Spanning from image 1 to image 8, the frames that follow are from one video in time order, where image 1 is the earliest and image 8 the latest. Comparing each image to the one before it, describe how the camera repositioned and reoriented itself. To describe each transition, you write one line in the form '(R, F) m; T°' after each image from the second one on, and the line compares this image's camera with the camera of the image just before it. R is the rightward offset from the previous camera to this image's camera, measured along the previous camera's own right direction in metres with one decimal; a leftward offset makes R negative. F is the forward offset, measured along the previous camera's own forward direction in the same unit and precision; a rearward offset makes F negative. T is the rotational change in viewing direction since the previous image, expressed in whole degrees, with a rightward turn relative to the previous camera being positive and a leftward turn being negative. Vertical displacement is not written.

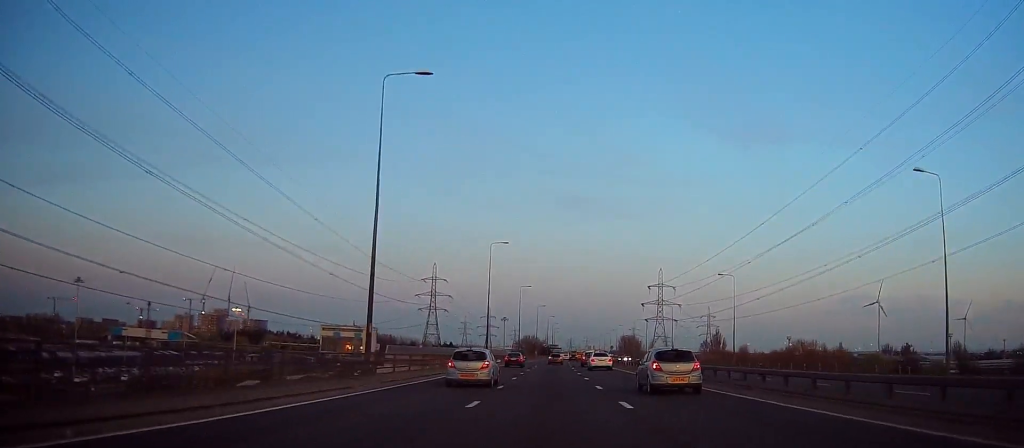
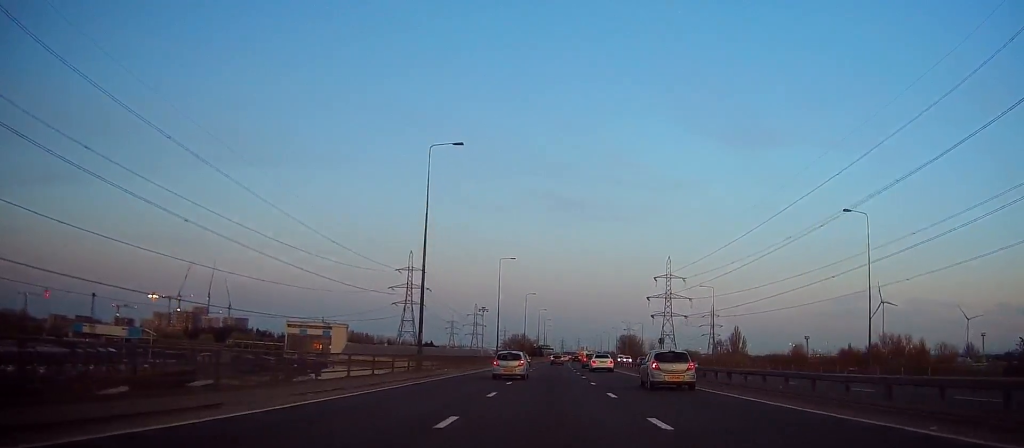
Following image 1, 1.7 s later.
(+0.5, +40.7) m; +1°
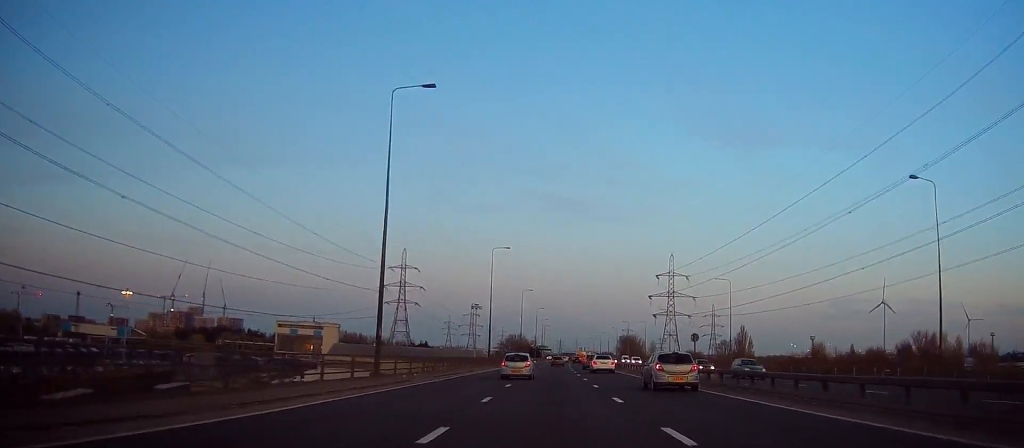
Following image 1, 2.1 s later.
(-0.1, +10.5) m; 0°
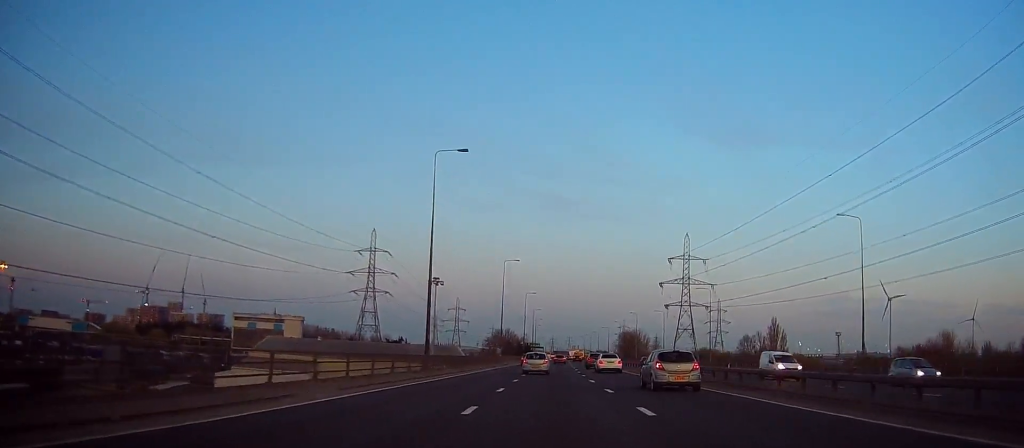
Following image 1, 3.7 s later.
(+0.4, +41.3) m; 0°
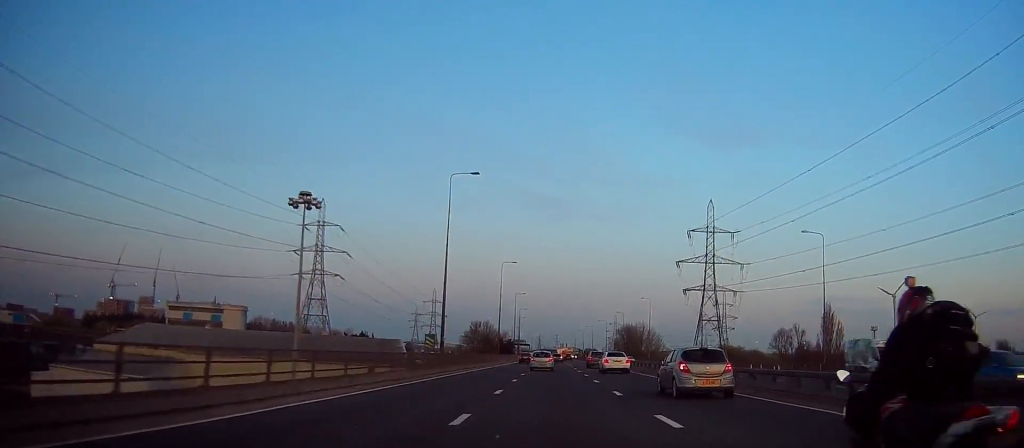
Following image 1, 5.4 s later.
(-0.3, +47.1) m; 0°
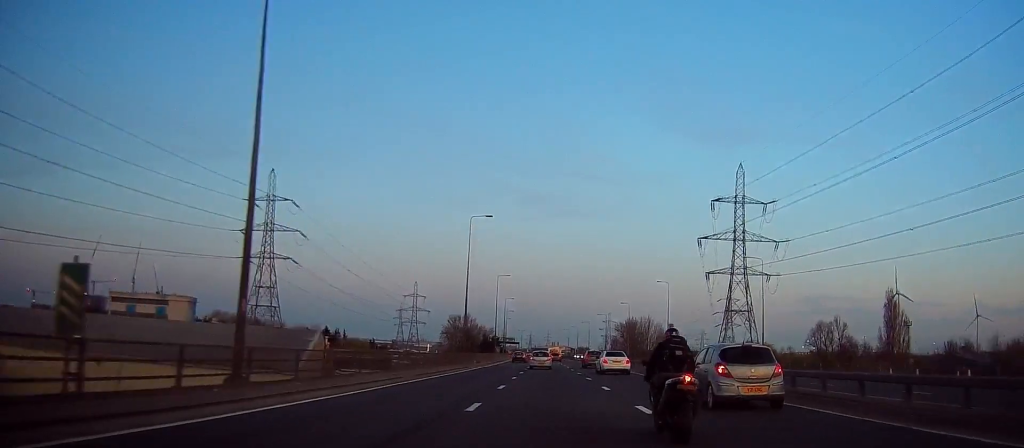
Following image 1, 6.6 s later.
(+0.5, +33.8) m; +1°
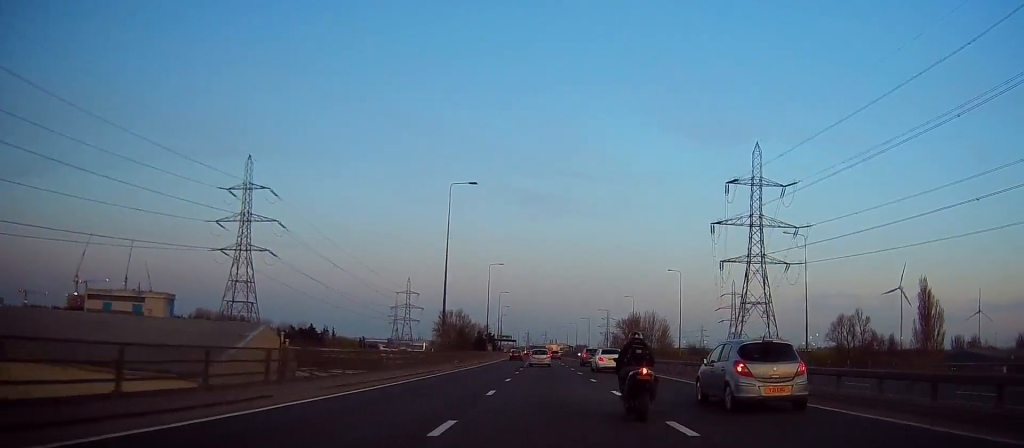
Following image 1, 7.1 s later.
(+0.1, +13.3) m; 0°
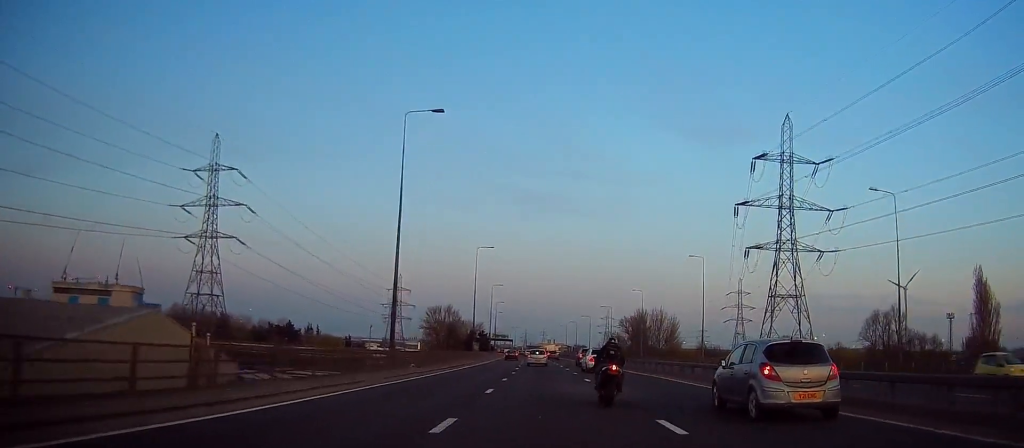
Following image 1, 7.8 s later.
(0.0, +17.7) m; 0°
